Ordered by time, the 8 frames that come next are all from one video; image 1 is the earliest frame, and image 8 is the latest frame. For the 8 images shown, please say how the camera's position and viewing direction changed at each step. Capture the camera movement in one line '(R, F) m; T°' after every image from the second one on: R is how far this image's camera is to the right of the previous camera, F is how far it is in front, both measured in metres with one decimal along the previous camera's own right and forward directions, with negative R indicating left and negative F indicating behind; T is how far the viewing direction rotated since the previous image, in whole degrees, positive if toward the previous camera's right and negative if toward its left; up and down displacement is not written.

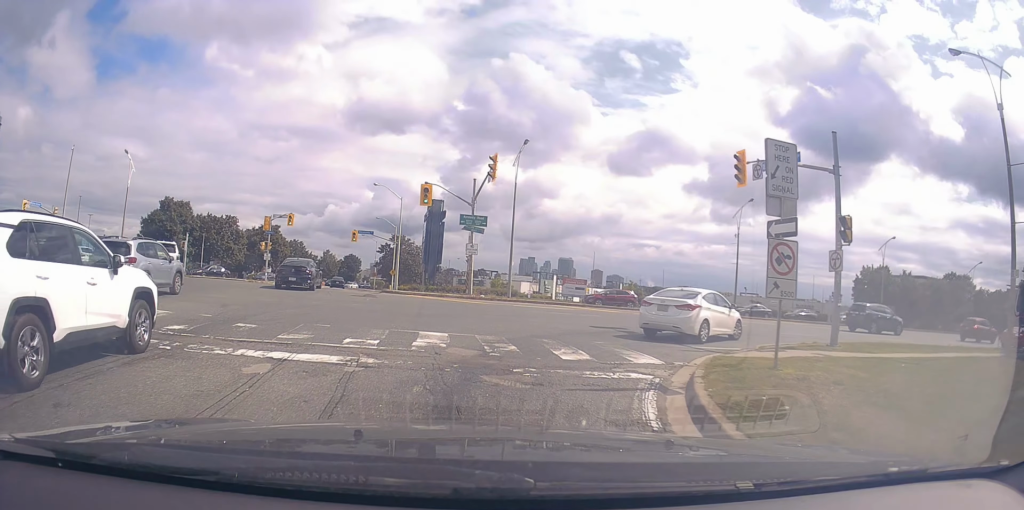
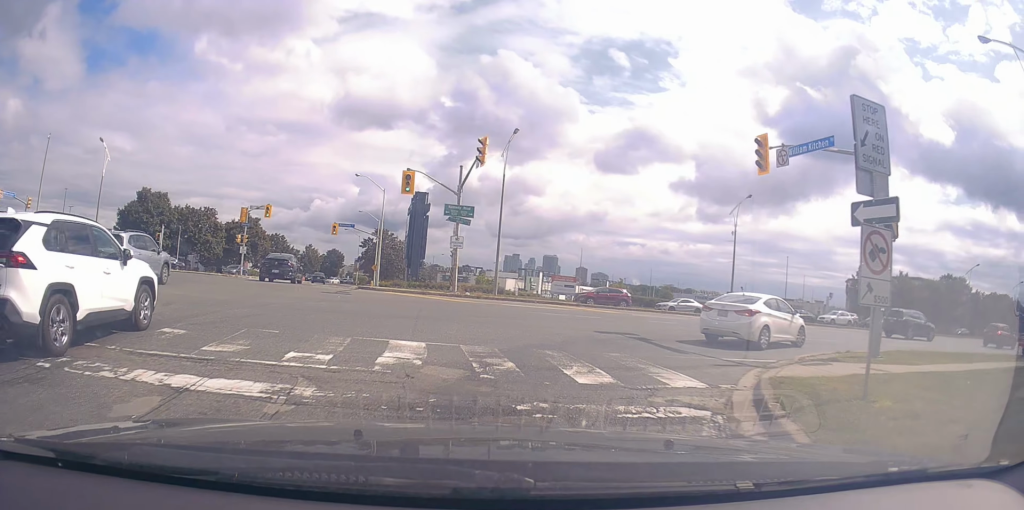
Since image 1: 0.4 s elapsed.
(0.0, +2.5) m; +4°
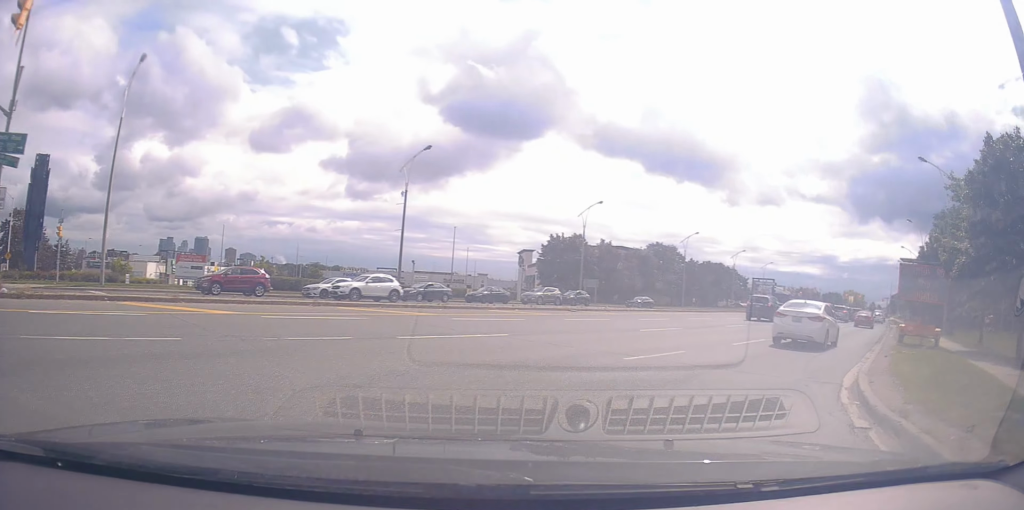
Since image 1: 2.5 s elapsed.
(+3.5, +11.1) m; +43°
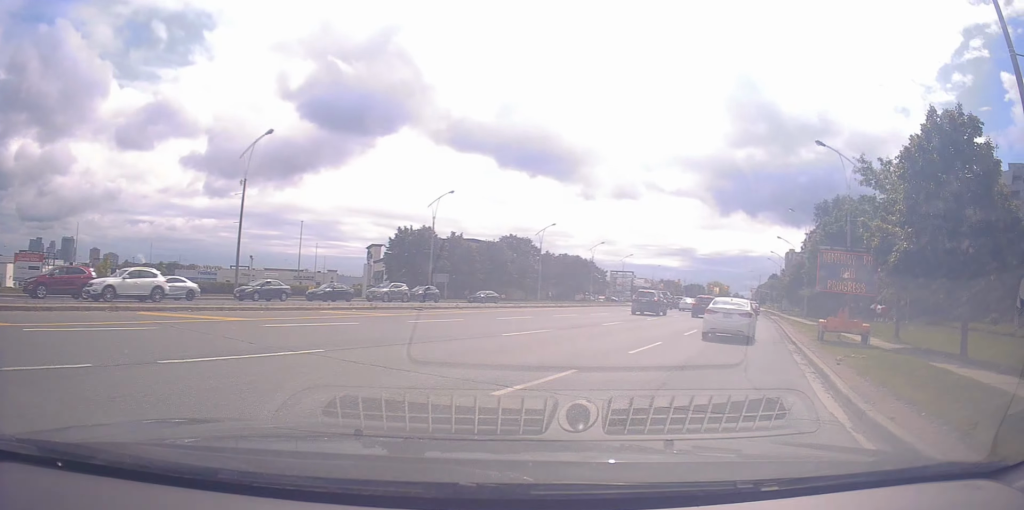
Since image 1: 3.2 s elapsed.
(+0.6, +3.9) m; +10°
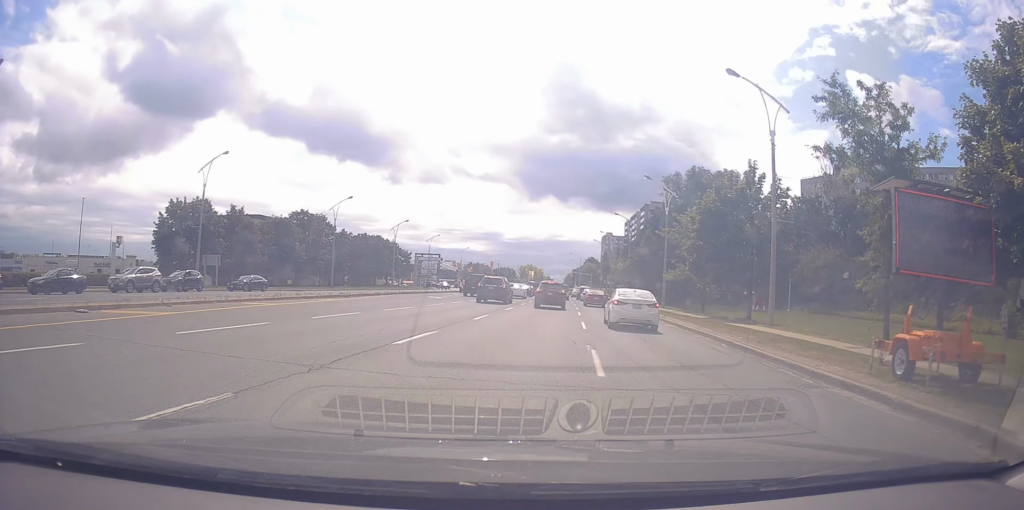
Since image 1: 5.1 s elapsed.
(+0.4, +11.9) m; +4°
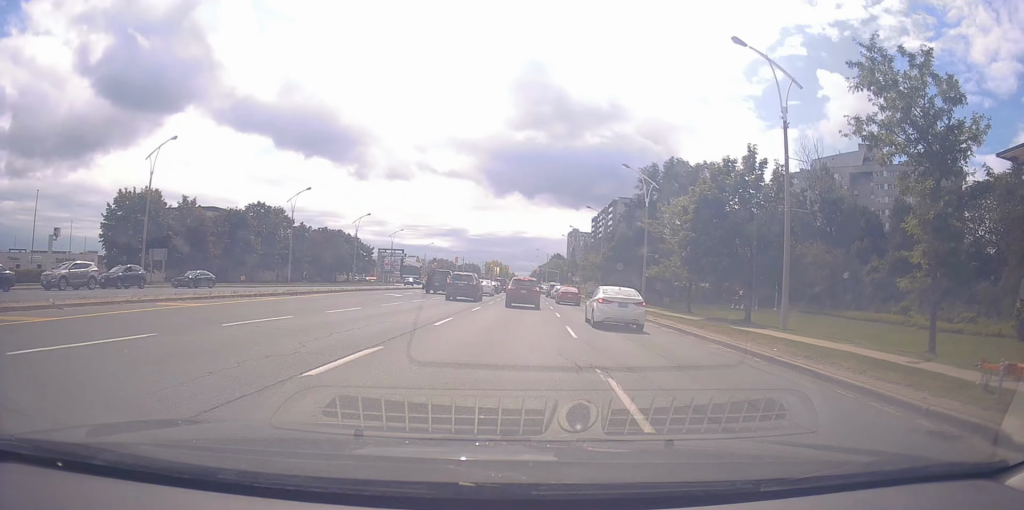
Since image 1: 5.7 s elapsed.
(-0.1, +3.6) m; +6°
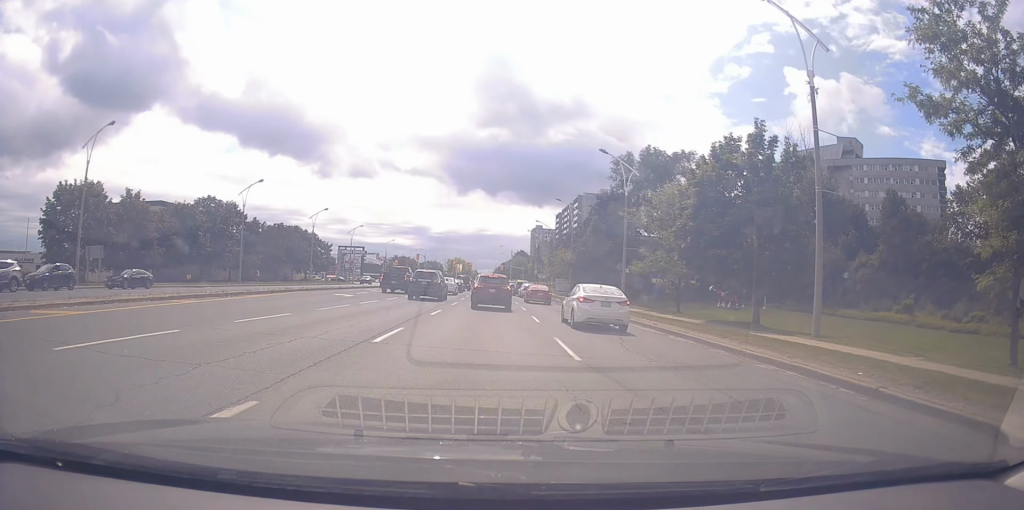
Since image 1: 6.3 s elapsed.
(+0.4, +4.3) m; +7°
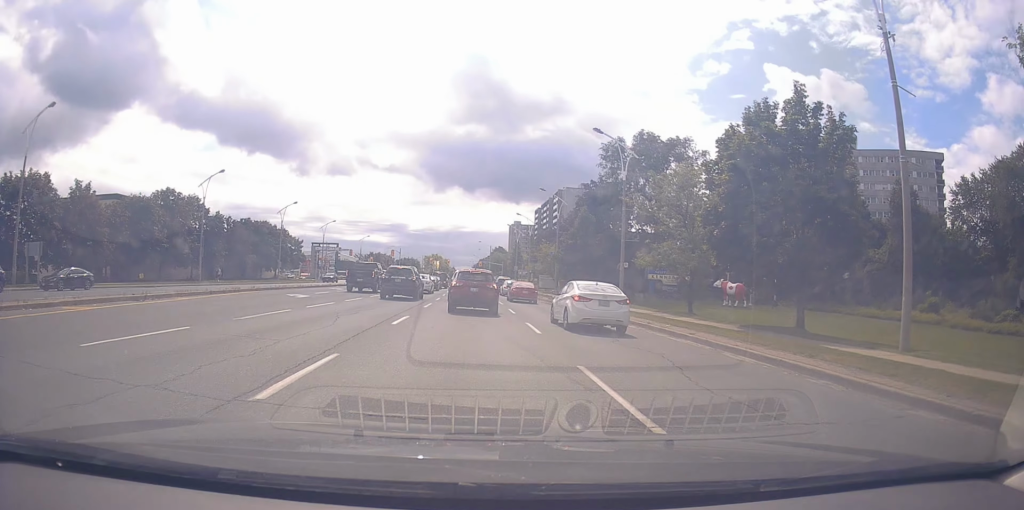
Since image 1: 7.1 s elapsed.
(+0.6, +5.3) m; +7°
